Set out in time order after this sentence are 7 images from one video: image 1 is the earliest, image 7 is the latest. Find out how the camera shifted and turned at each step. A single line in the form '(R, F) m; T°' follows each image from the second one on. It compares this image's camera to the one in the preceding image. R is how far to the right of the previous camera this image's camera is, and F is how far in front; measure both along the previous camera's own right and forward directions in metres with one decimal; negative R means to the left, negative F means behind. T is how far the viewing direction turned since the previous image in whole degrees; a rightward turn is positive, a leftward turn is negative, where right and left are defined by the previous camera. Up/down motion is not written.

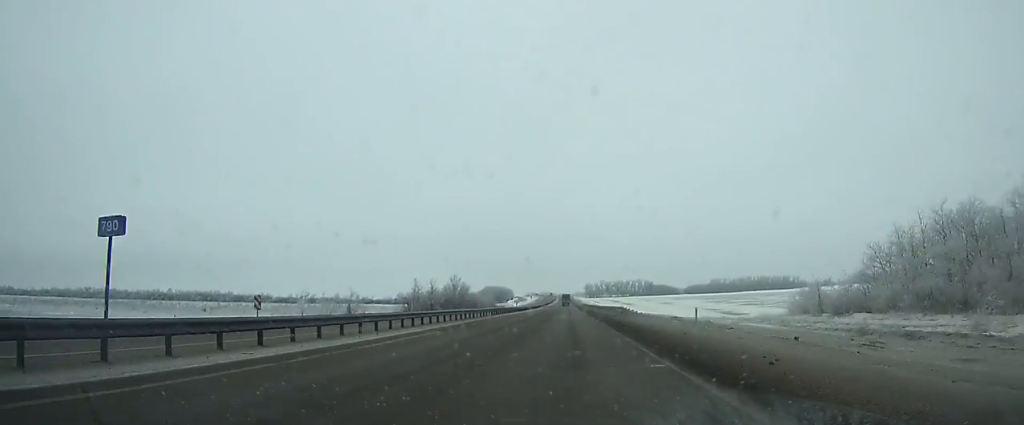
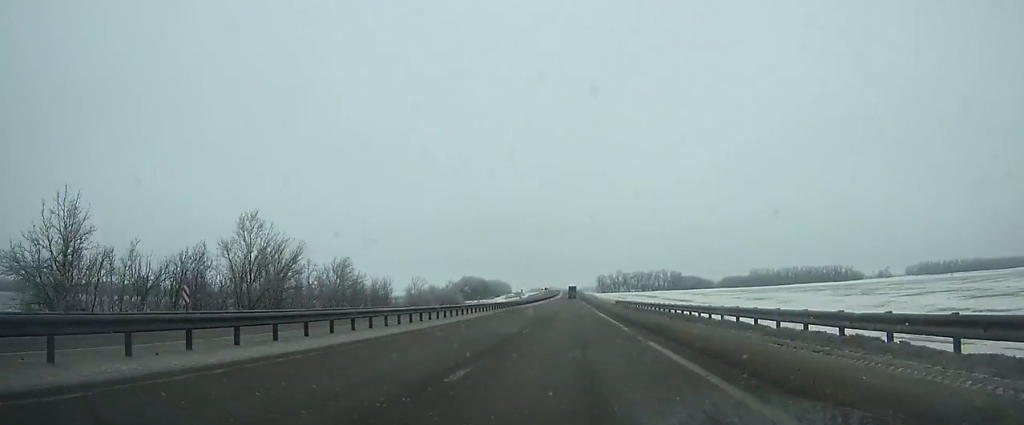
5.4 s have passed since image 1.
(-0.7, +120.5) m; -1°
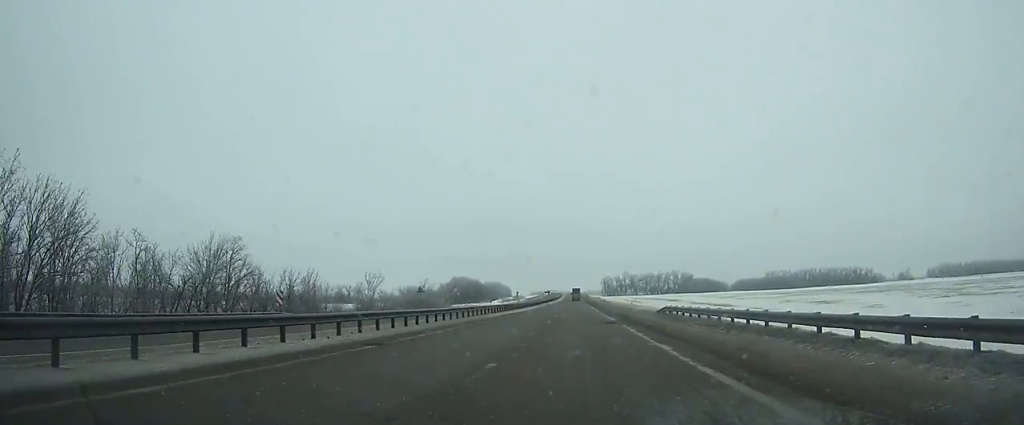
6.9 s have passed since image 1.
(0.0, +33.4) m; 0°
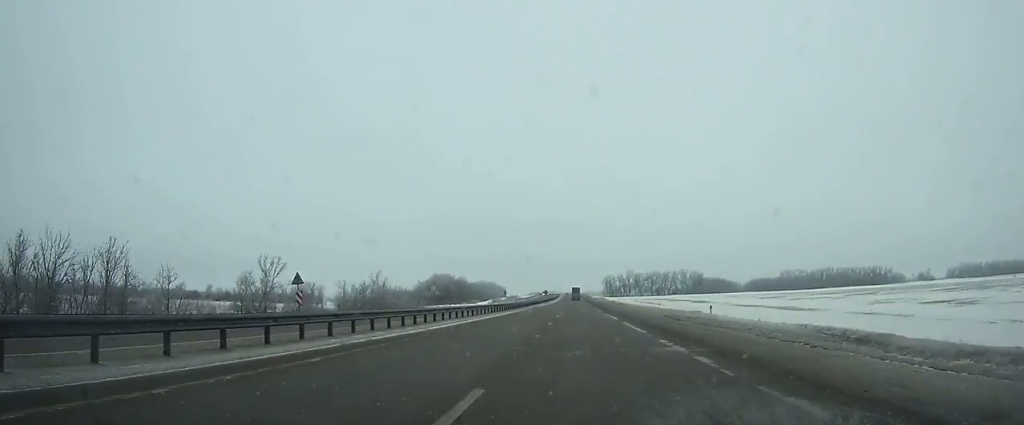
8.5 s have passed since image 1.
(0.0, +35.5) m; 0°
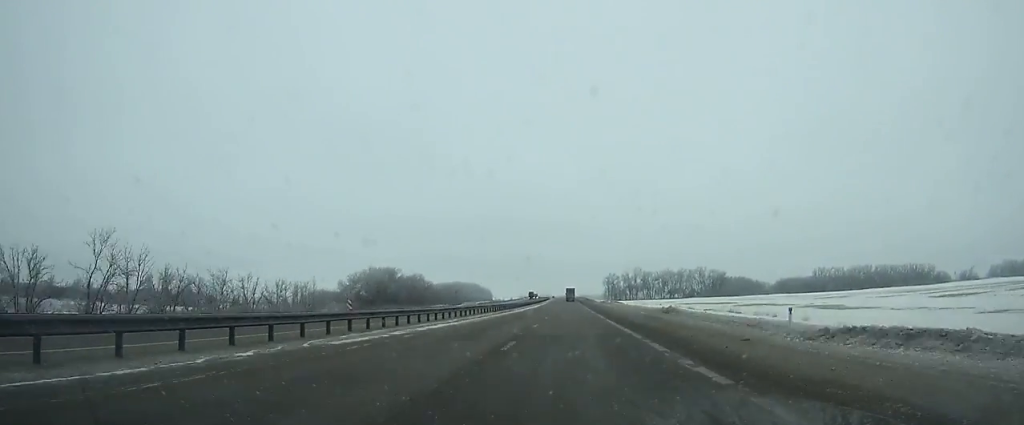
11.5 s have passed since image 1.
(+0.2, +69.1) m; +2°
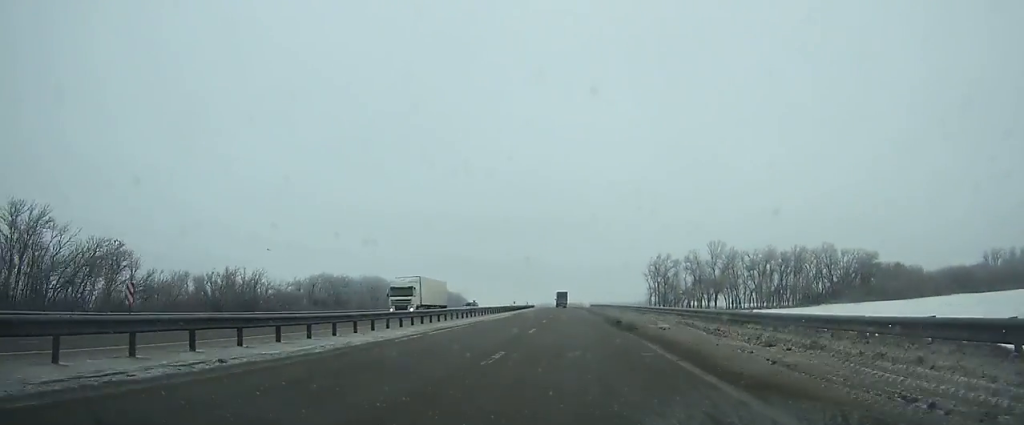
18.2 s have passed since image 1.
(-4.7, +165.6) m; -5°
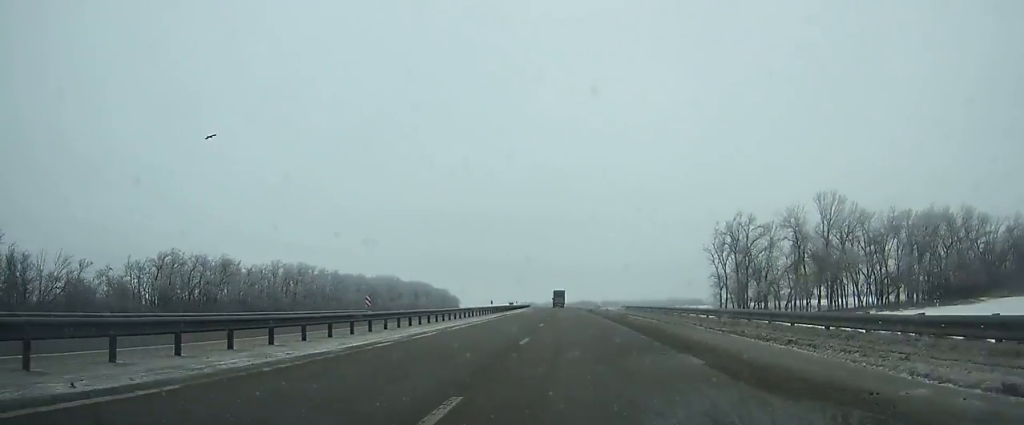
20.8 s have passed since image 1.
(+1.3, +66.7) m; +1°
